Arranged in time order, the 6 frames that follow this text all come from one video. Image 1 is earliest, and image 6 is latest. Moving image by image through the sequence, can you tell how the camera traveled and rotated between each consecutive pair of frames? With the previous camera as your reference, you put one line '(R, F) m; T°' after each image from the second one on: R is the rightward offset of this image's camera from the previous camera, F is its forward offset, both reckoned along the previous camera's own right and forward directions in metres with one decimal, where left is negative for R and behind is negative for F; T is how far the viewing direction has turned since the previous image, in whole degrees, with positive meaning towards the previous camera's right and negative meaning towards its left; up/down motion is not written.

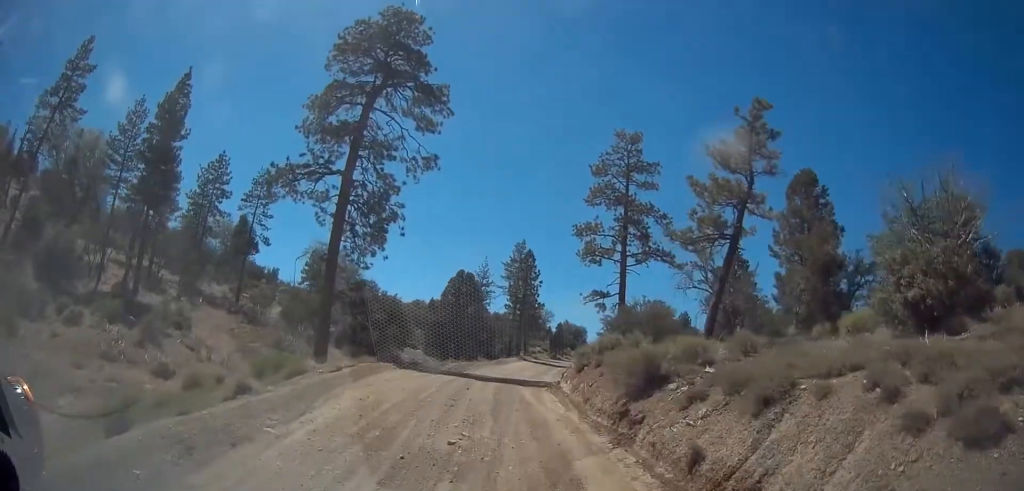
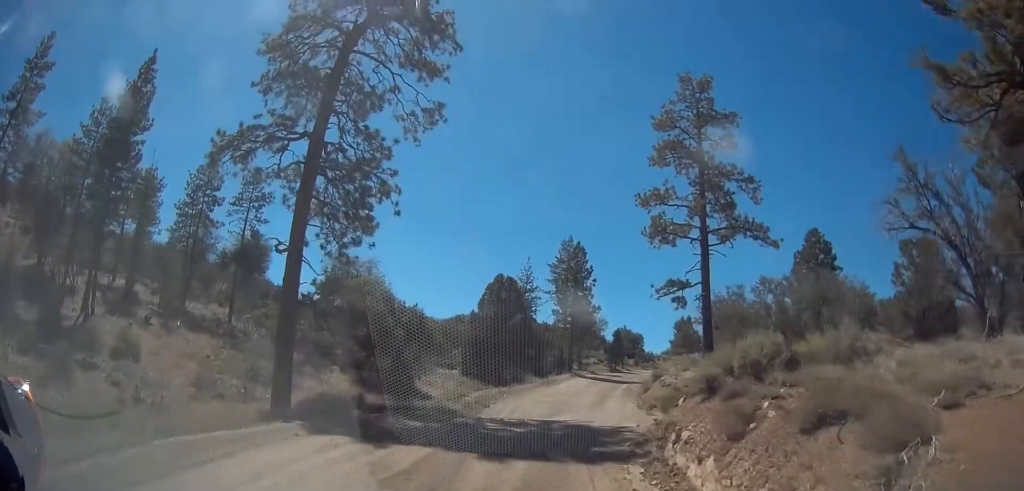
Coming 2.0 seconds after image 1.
(-0.7, +11.7) m; -2°
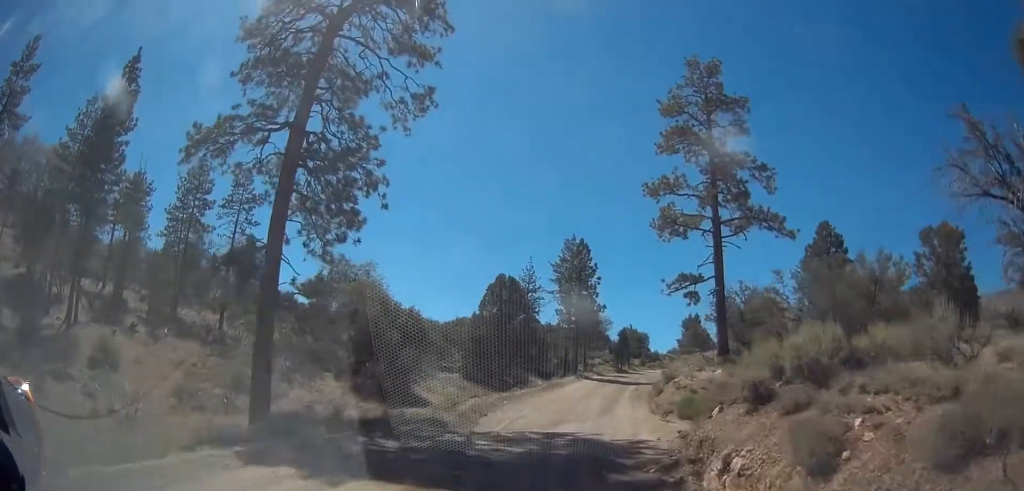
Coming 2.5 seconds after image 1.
(0.0, +2.4) m; 0°
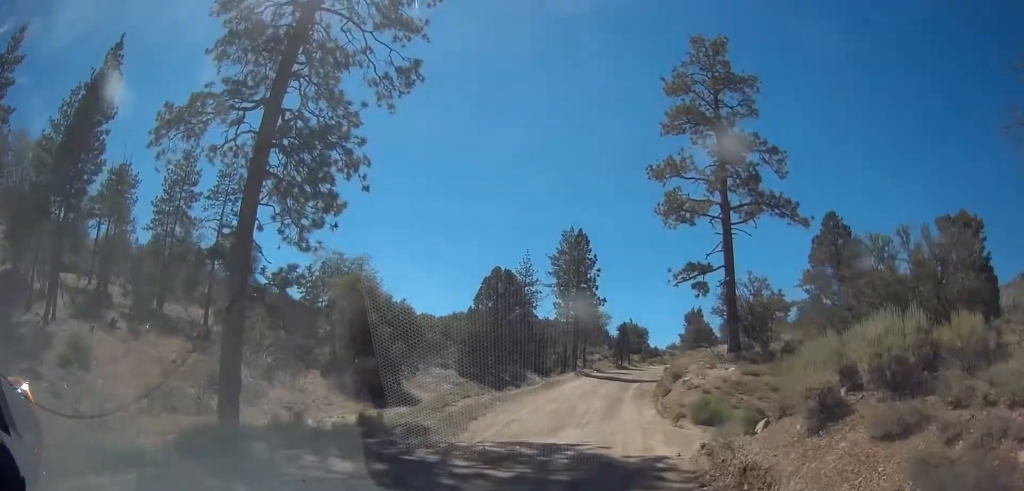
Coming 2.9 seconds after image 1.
(0.0, +2.4) m; -2°
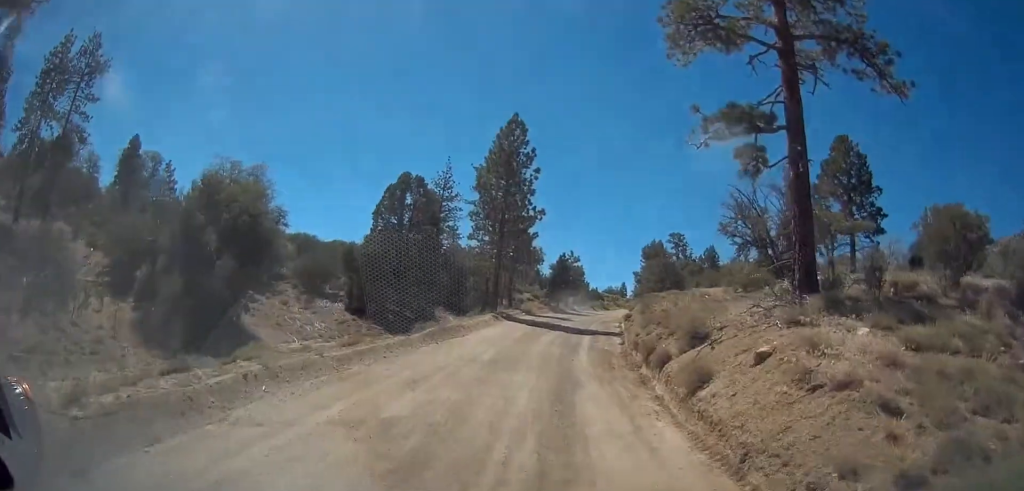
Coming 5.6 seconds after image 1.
(+0.3, +15.2) m; +7°
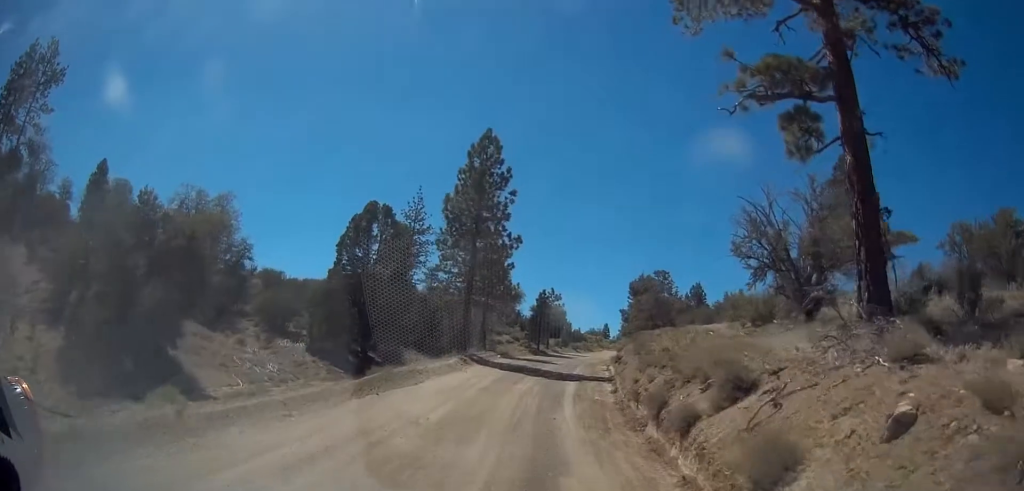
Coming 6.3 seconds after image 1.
(0.0, +4.2) m; 0°
